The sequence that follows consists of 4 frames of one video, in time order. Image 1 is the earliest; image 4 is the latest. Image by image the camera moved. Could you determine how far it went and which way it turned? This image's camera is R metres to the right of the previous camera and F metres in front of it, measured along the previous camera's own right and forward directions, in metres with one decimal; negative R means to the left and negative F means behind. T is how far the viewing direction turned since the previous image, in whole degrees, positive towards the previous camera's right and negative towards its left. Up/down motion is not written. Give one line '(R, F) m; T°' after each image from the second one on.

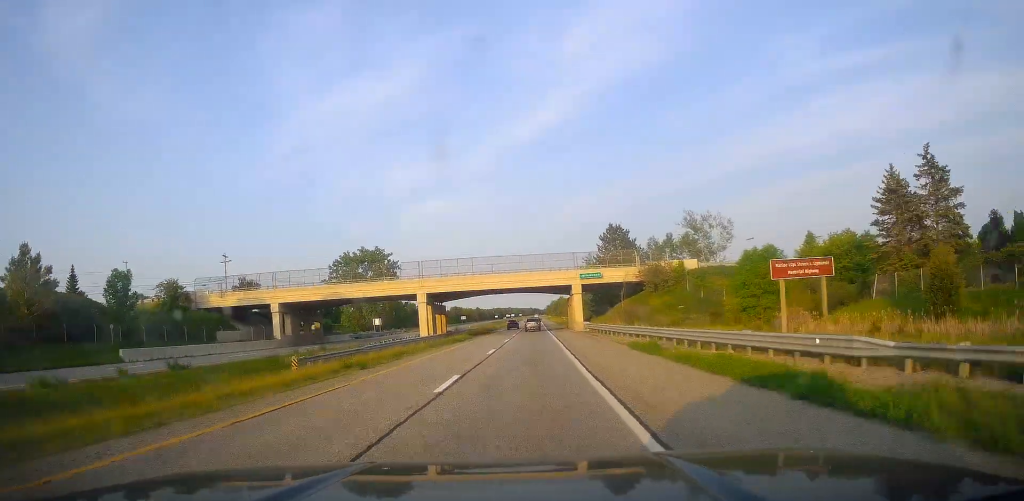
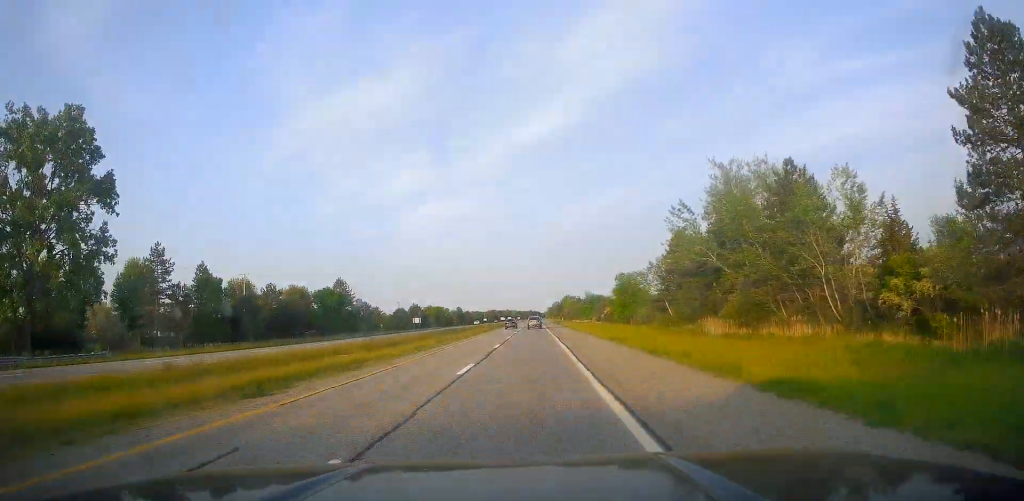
(-1.4, +118.4) m; -1°
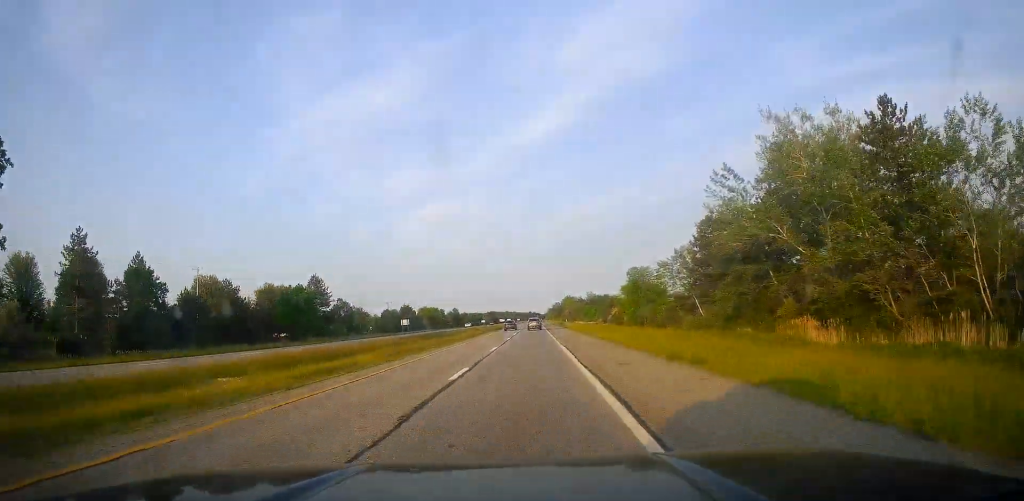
(0.0, +16.7) m; 0°
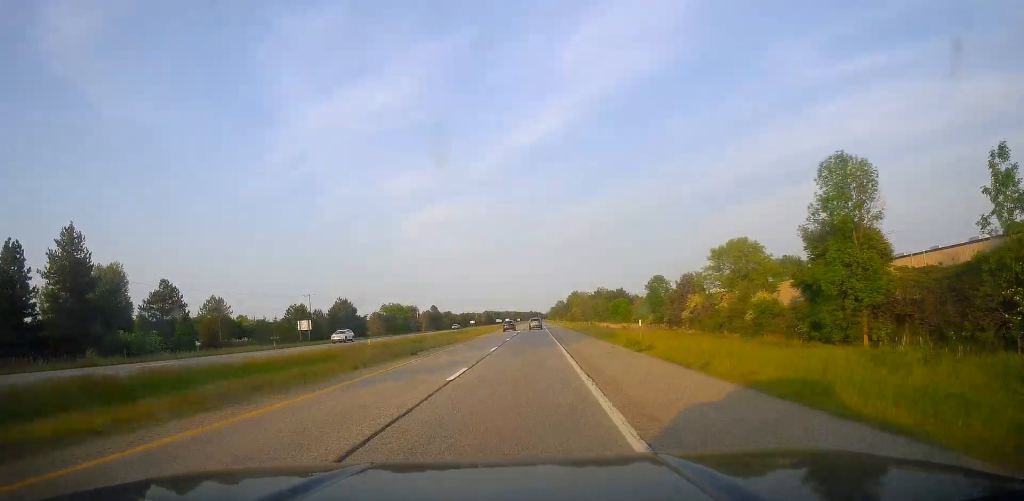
(0.0, +76.1) m; 0°
